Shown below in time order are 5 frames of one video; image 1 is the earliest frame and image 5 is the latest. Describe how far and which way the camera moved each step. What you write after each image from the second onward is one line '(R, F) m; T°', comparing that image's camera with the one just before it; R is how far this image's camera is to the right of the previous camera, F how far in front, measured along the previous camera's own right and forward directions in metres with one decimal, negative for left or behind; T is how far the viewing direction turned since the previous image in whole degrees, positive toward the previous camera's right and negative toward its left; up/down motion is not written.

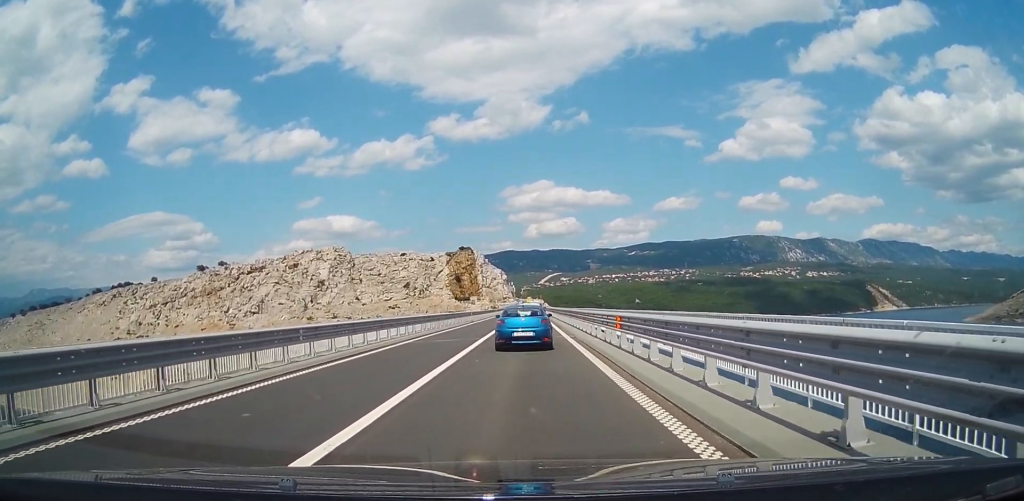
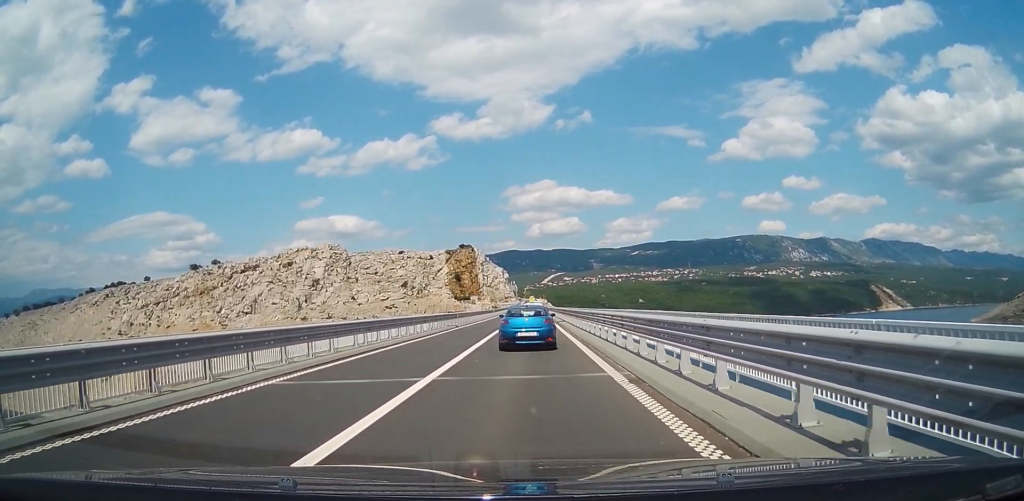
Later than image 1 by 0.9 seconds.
(+0.9, +14.6) m; +3°
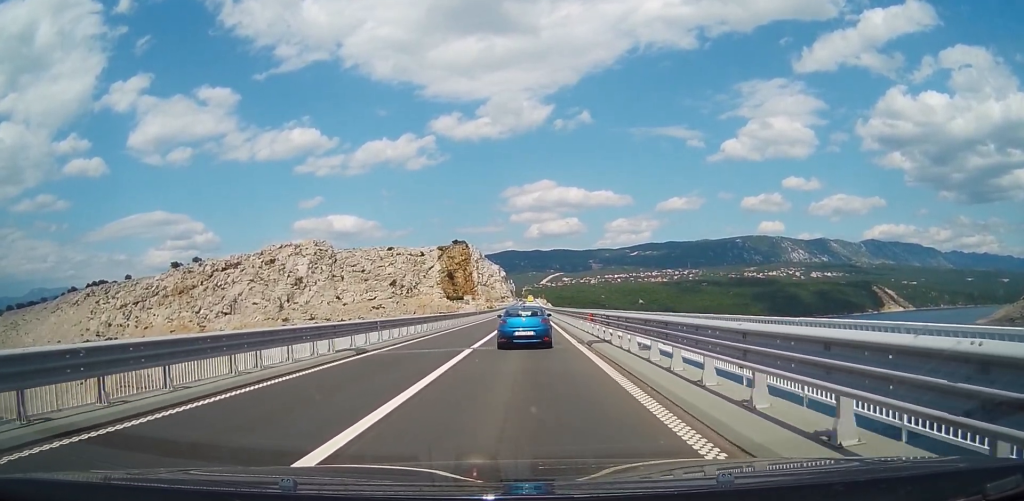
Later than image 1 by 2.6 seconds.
(-0.3, +26.2) m; -2°
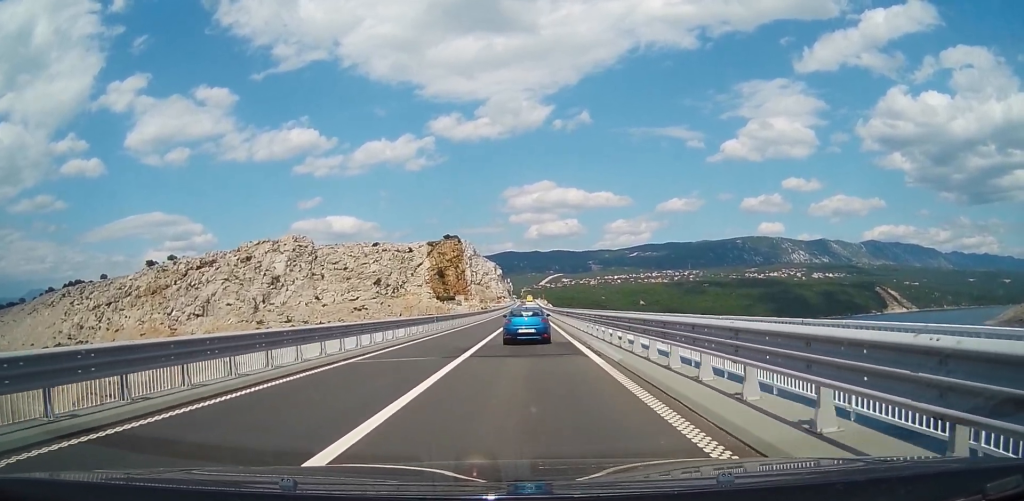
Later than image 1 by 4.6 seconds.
(+0.3, +32.4) m; +3°
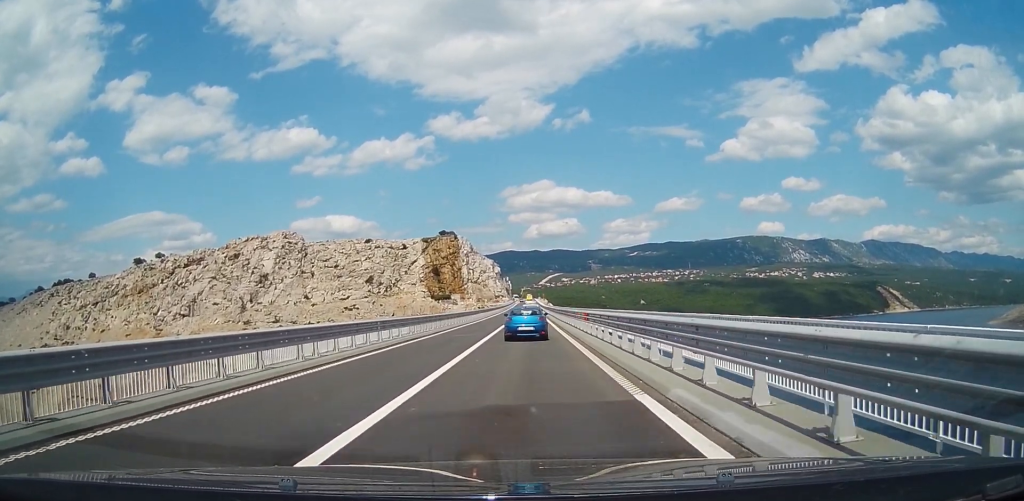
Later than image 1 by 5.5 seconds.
(+0.4, +15.5) m; +1°
